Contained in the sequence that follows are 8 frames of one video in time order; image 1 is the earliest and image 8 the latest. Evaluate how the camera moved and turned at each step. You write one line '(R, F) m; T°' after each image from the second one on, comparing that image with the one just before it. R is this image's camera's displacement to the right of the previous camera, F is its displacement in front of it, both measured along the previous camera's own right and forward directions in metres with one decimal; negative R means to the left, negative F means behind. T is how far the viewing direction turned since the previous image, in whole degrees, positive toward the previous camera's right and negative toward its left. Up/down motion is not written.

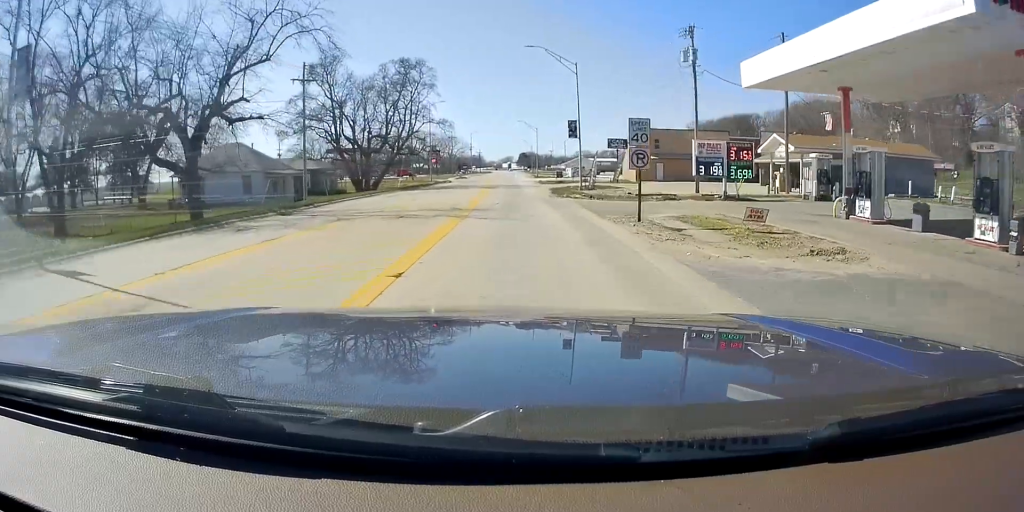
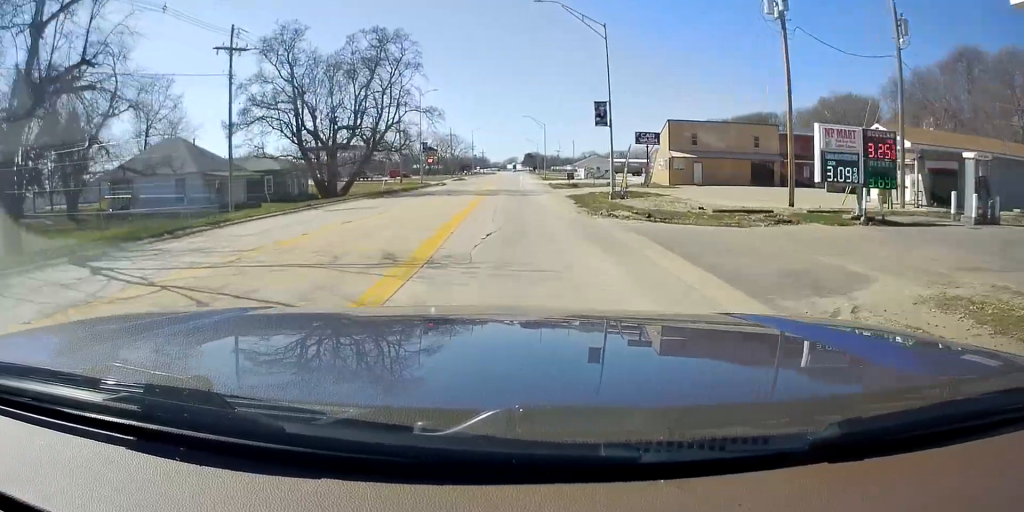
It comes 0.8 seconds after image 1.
(0.0, +14.0) m; 0°
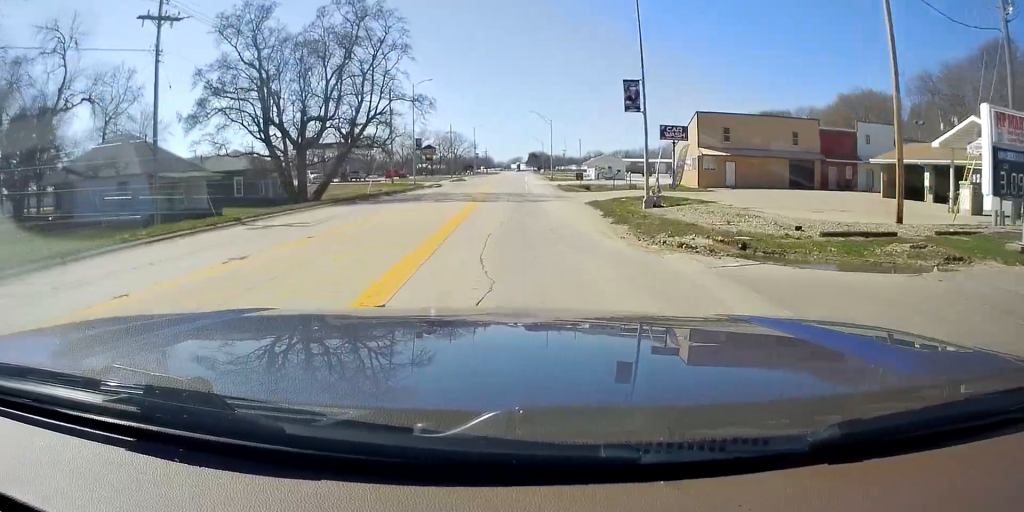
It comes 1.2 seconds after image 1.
(+0.1, +8.4) m; -1°
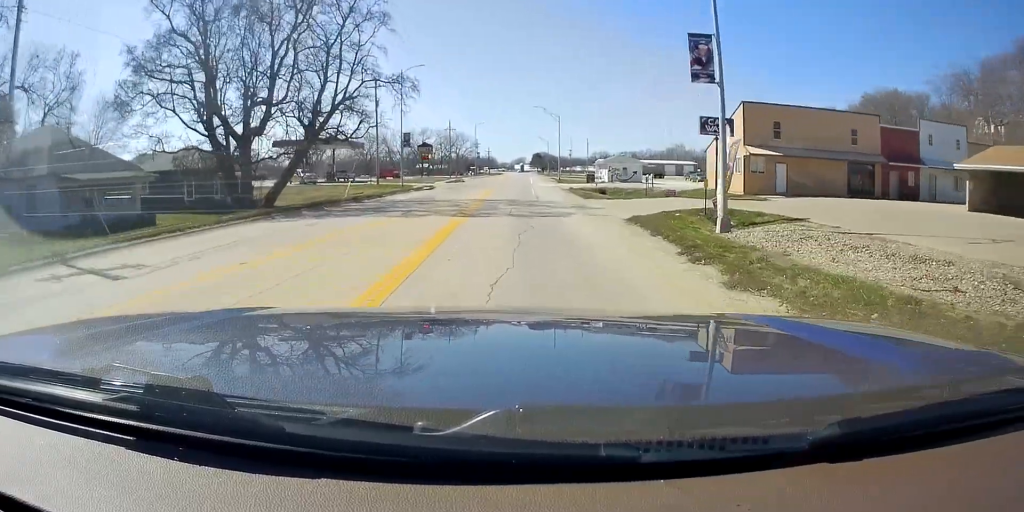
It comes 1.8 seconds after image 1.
(-0.1, +9.9) m; -1°
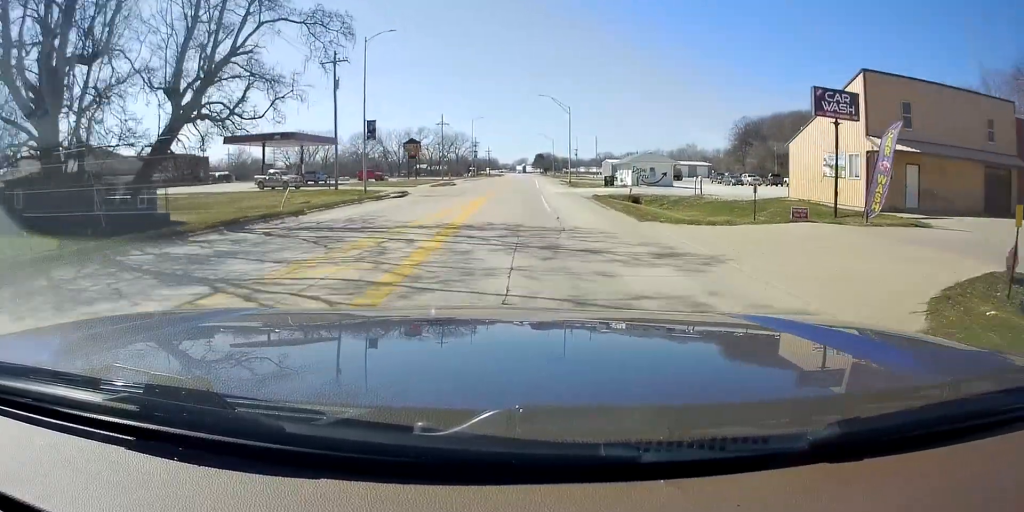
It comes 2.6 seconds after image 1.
(-0.3, +15.6) m; 0°
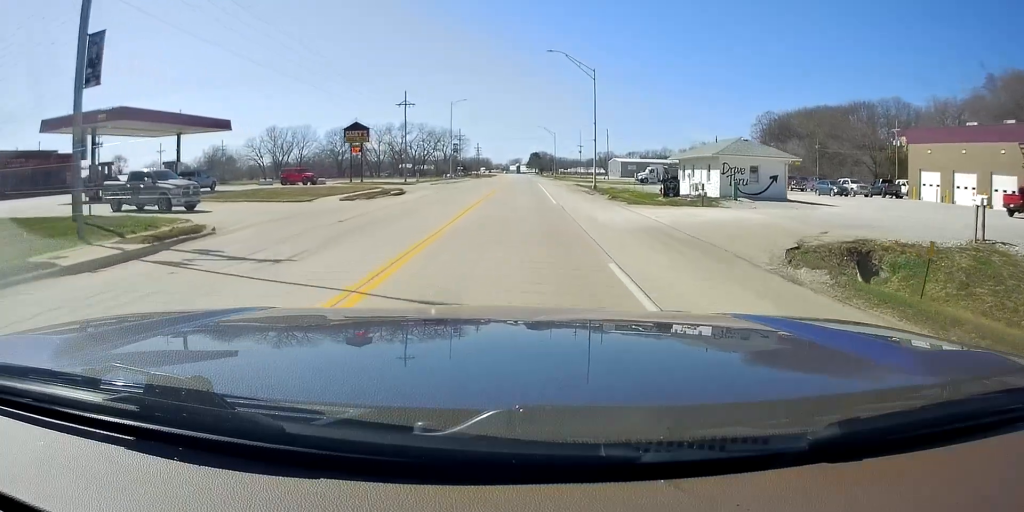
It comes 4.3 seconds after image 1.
(+1.6, +30.5) m; +2°
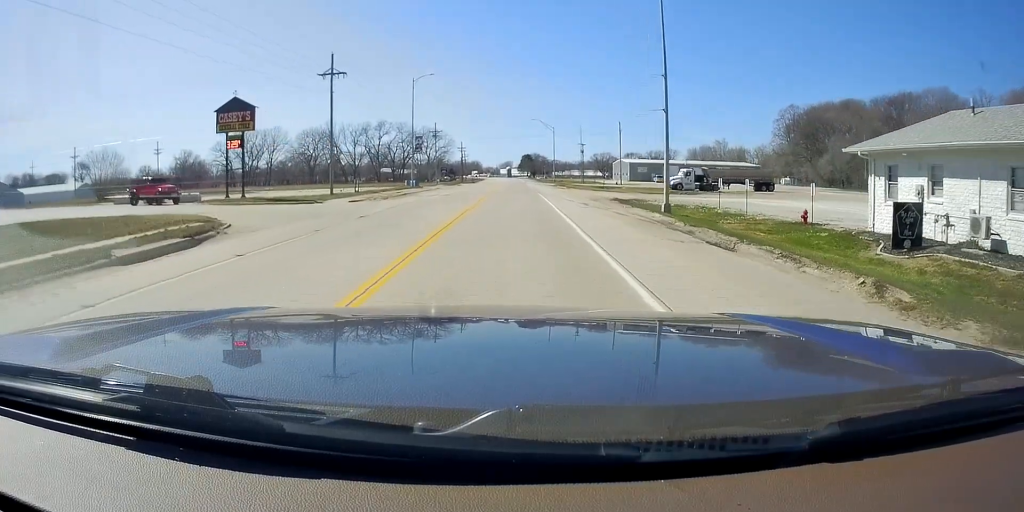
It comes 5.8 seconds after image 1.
(-1.0, +27.0) m; -2°
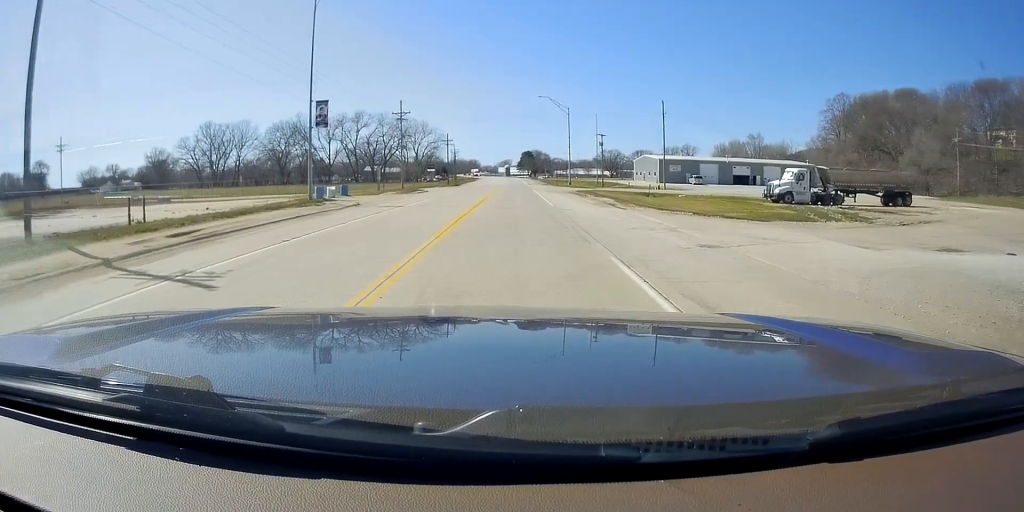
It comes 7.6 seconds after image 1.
(+0.7, +32.2) m; +1°
